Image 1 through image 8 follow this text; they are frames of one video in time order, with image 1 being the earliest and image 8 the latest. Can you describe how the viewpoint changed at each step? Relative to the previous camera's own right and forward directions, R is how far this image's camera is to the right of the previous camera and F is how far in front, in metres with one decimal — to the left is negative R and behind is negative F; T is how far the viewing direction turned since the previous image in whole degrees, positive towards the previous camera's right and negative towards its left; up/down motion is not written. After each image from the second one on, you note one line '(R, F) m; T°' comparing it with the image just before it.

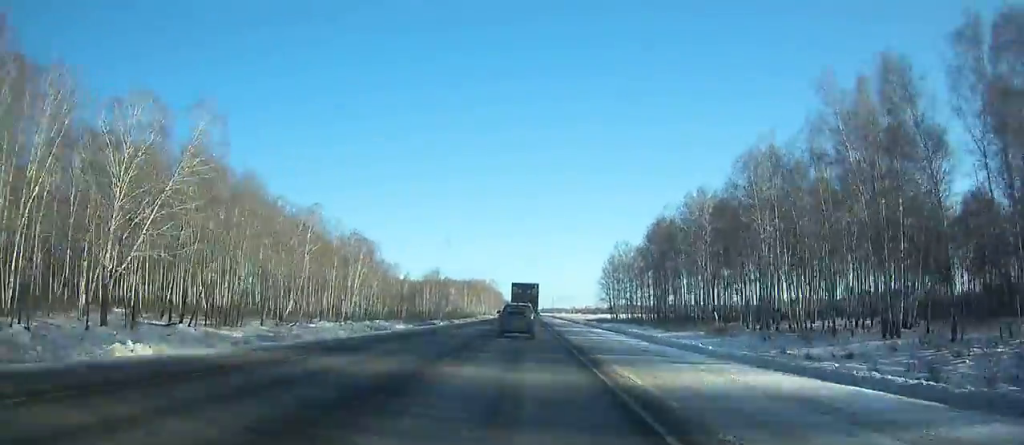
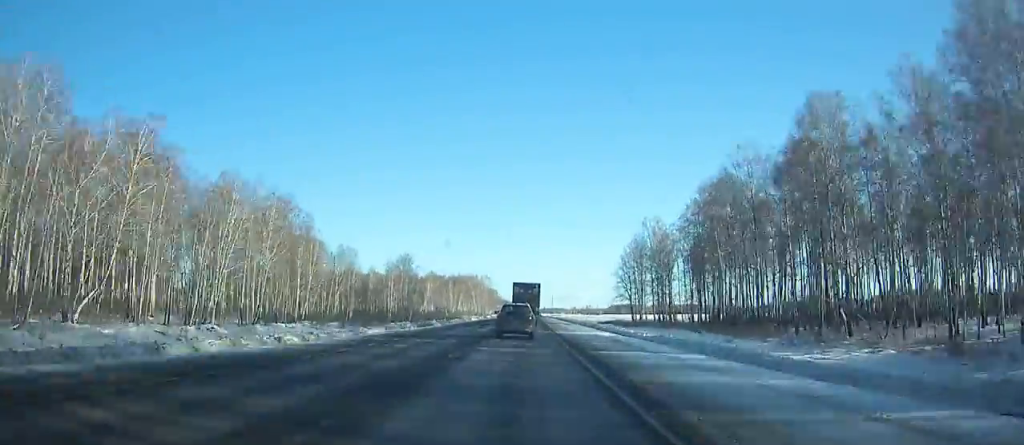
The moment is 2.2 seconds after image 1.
(0.0, +49.2) m; 0°
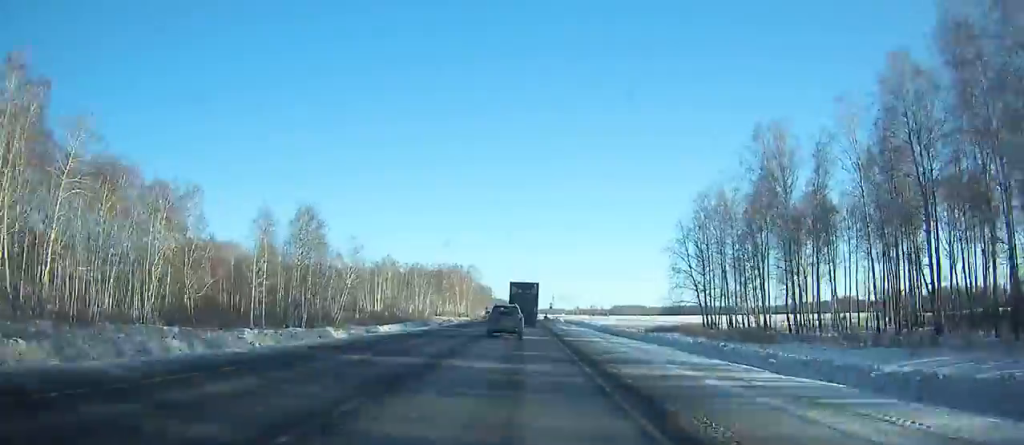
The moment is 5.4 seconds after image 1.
(0.0, +74.3) m; 0°
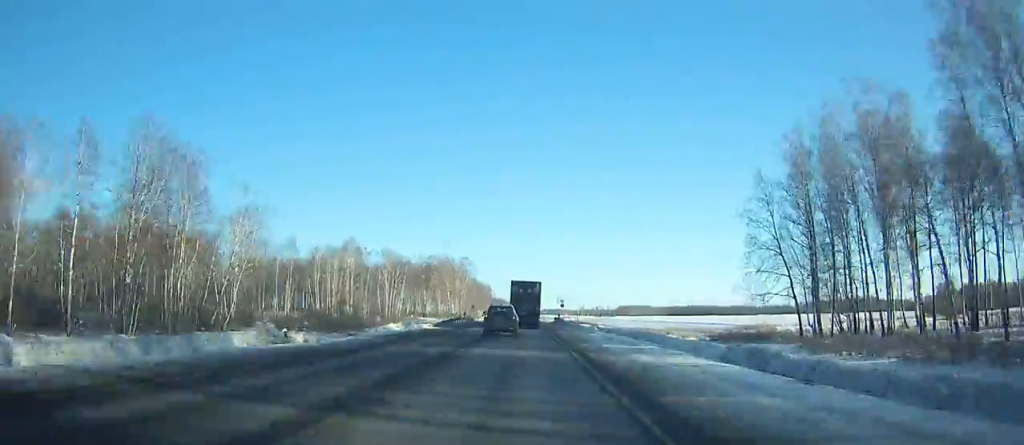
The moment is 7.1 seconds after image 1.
(-0.1, +40.0) m; 0°
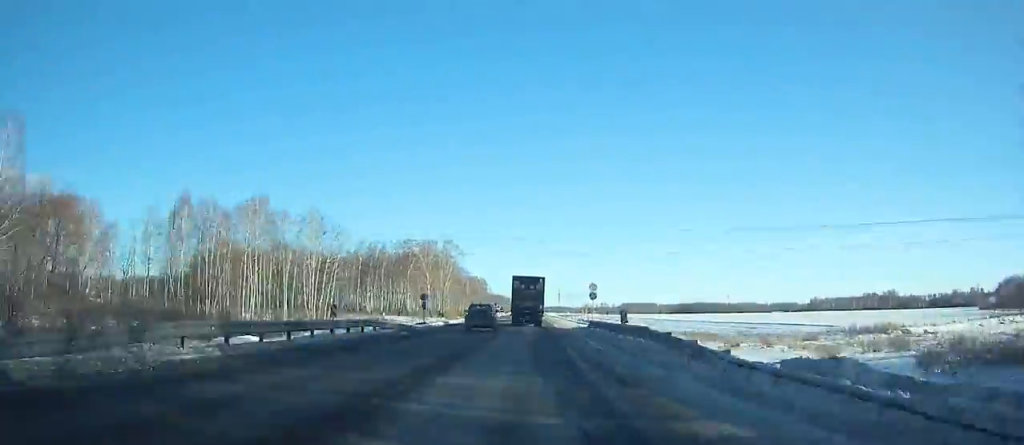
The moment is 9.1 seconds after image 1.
(0.0, +44.7) m; 0°
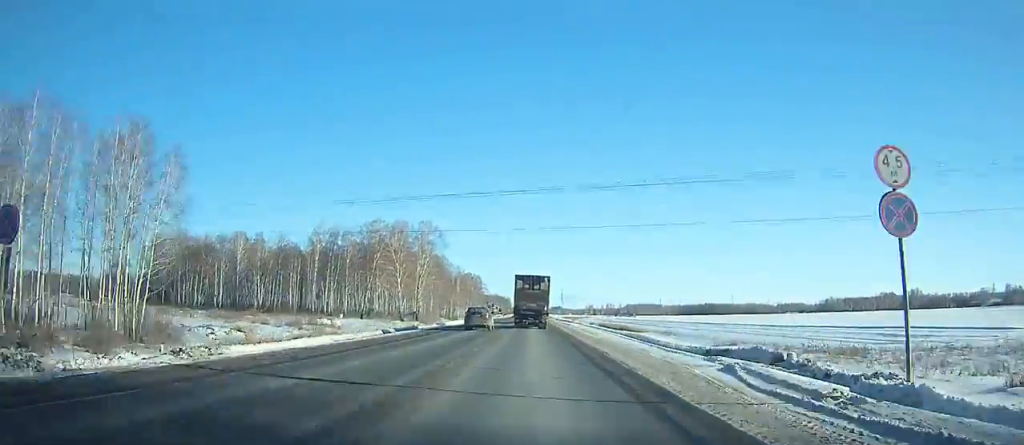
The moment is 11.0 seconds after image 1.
(0.0, +41.1) m; 0°
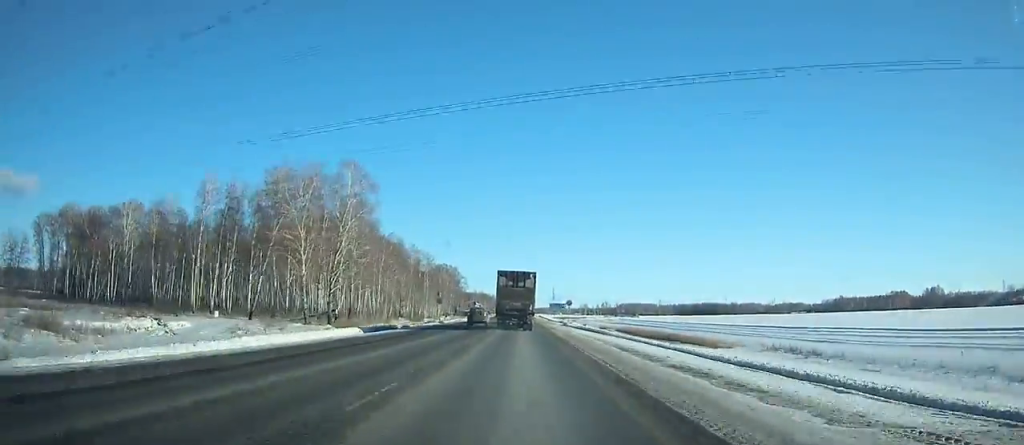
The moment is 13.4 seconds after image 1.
(0.0, +49.9) m; 0°
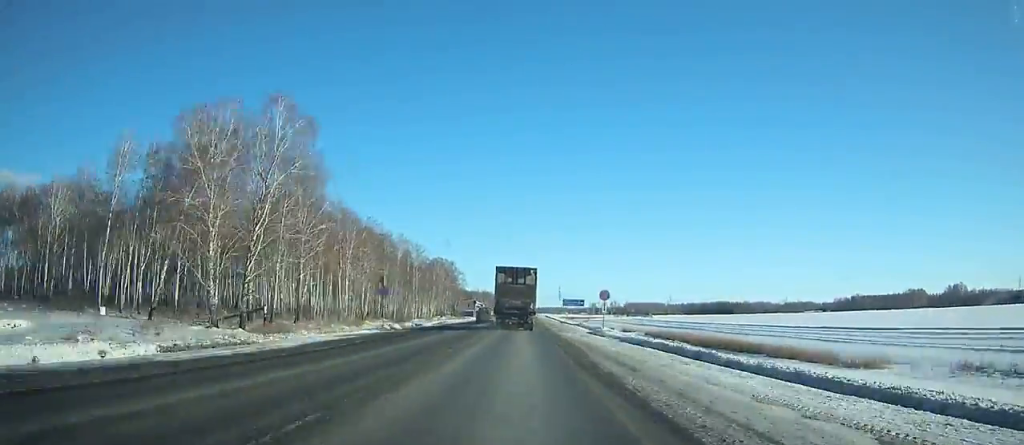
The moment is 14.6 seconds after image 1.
(+0.1, +24.9) m; 0°
